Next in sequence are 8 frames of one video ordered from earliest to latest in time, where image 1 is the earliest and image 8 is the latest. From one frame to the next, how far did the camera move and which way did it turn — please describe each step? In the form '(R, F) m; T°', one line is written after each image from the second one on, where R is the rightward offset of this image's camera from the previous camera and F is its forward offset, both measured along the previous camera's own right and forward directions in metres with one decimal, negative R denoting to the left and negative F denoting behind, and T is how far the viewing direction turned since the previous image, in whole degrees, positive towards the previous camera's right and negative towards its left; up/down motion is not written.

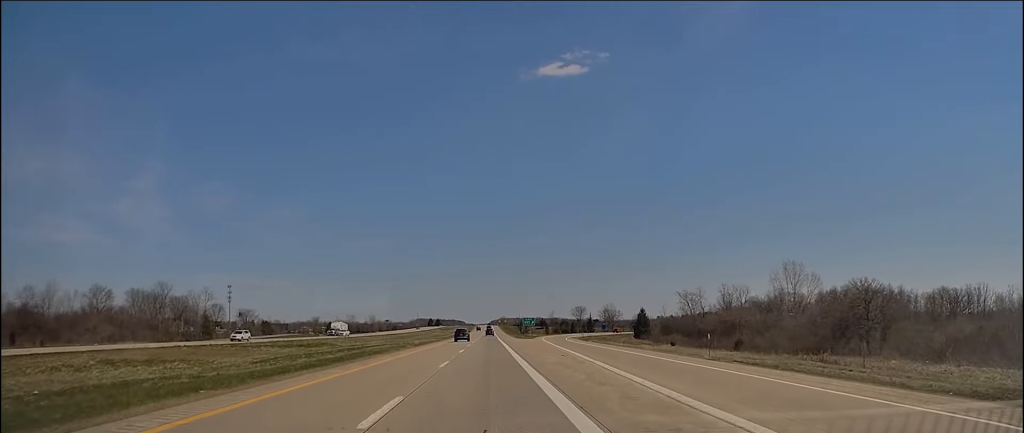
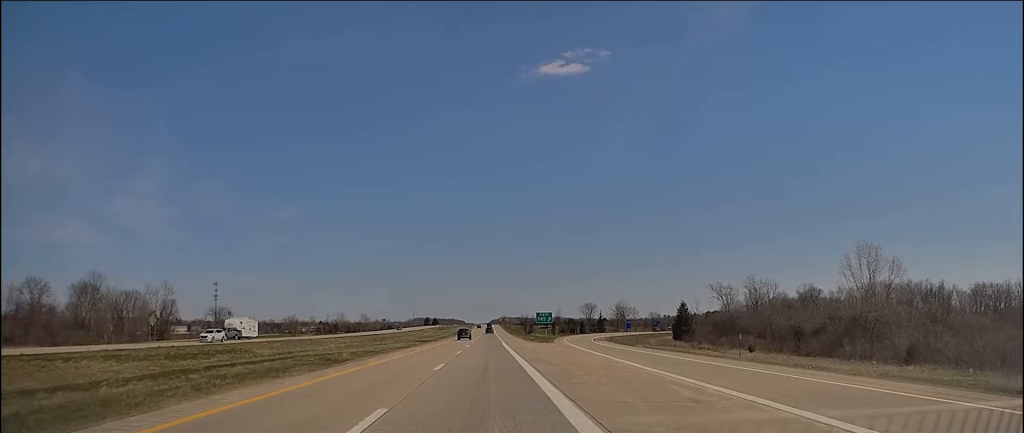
(-0.3, +32.7) m; -1°
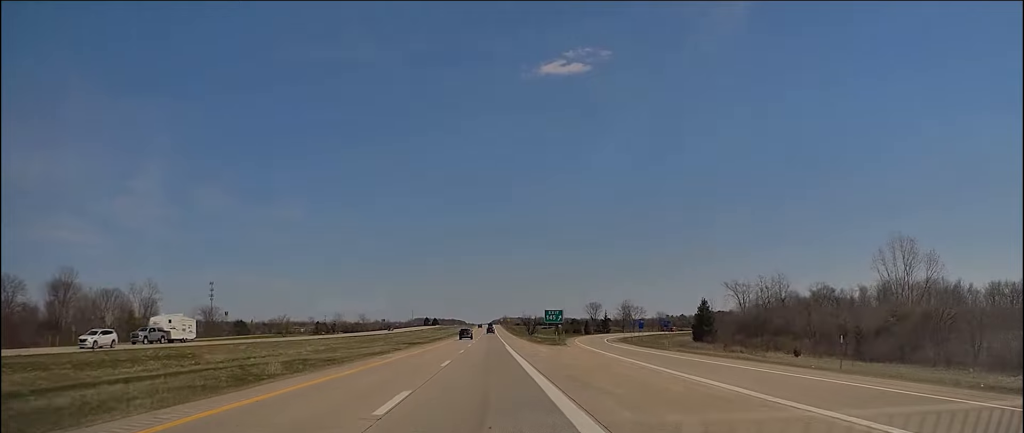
(0.0, +11.6) m; 0°
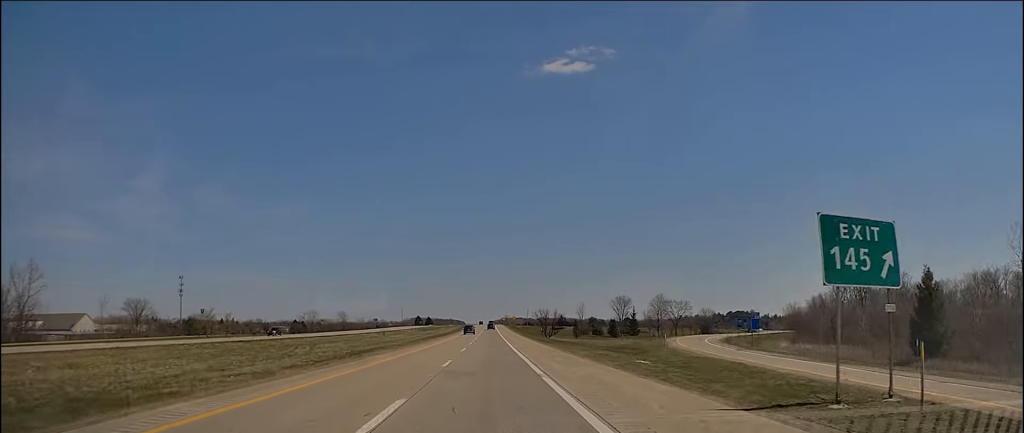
(+1.1, +62.0) m; +1°
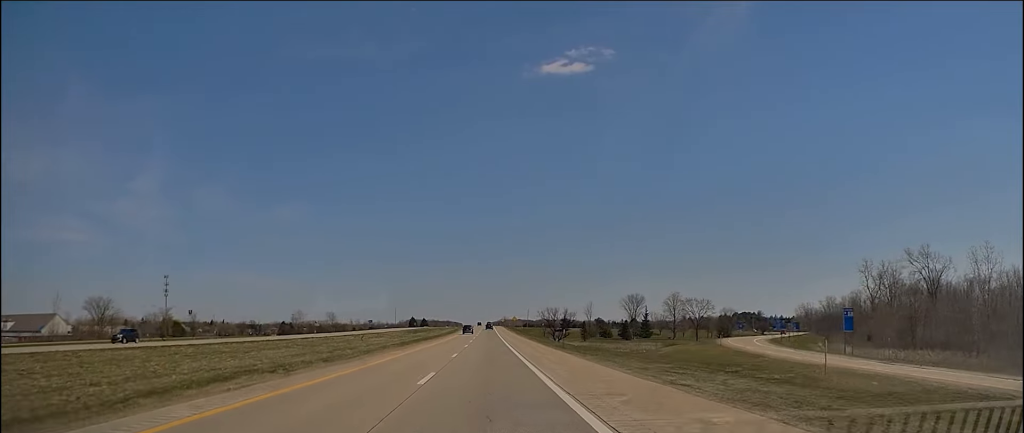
(-0.4, +23.3) m; 0°
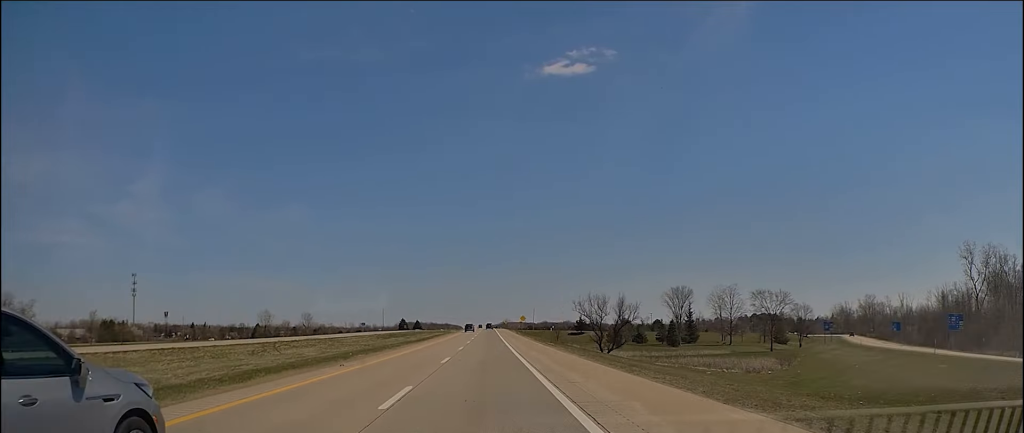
(+0.1, +51.1) m; 0°
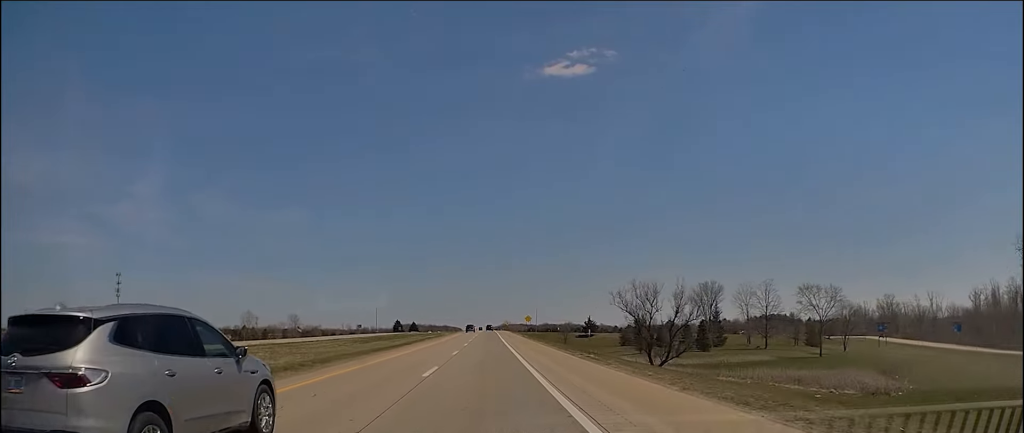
(+0.1, +22.0) m; +1°
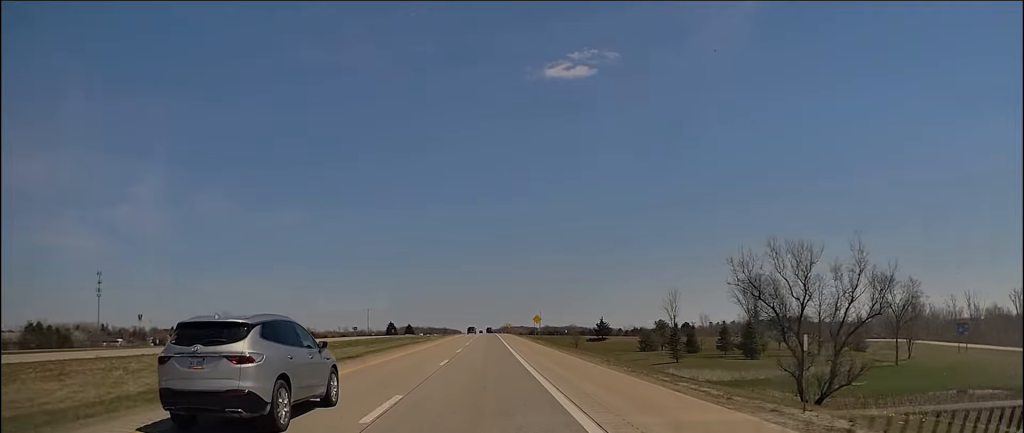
(+0.2, +24.9) m; 0°
